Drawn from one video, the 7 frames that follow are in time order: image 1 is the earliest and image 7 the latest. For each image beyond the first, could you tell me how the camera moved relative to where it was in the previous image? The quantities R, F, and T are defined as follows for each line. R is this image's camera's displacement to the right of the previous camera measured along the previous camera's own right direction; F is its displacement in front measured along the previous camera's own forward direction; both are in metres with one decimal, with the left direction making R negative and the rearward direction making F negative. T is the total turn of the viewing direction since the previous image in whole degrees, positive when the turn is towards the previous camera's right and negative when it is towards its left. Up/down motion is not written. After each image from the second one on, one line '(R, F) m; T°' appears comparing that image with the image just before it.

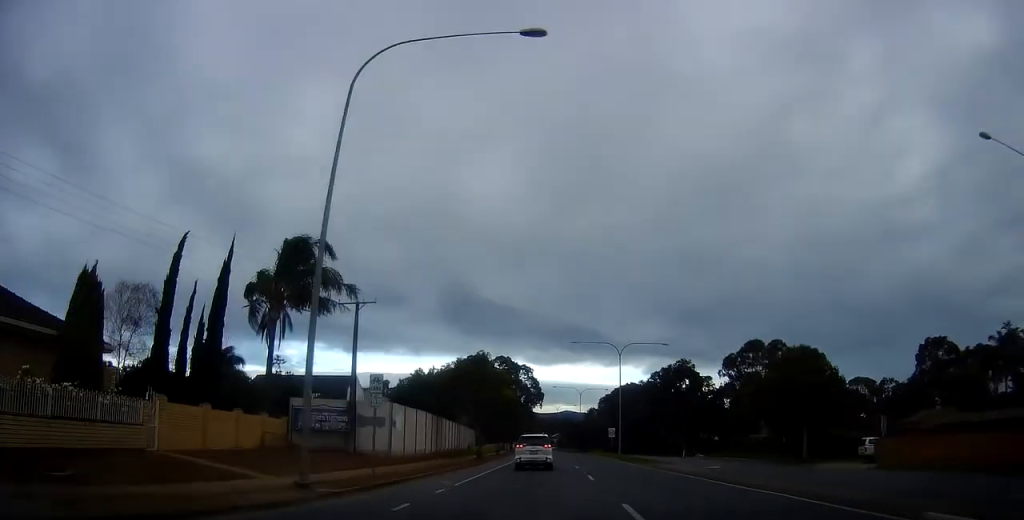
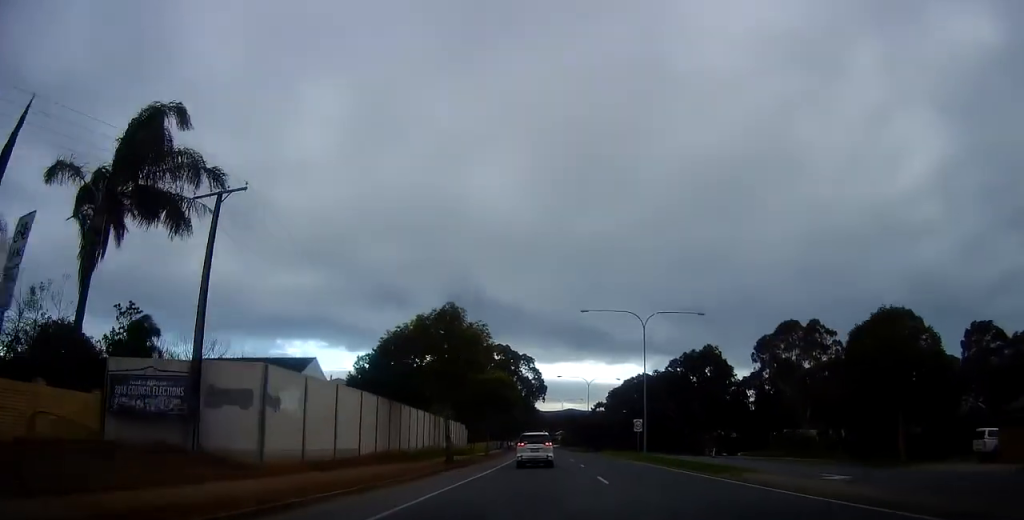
(0.0, +14.4) m; 0°
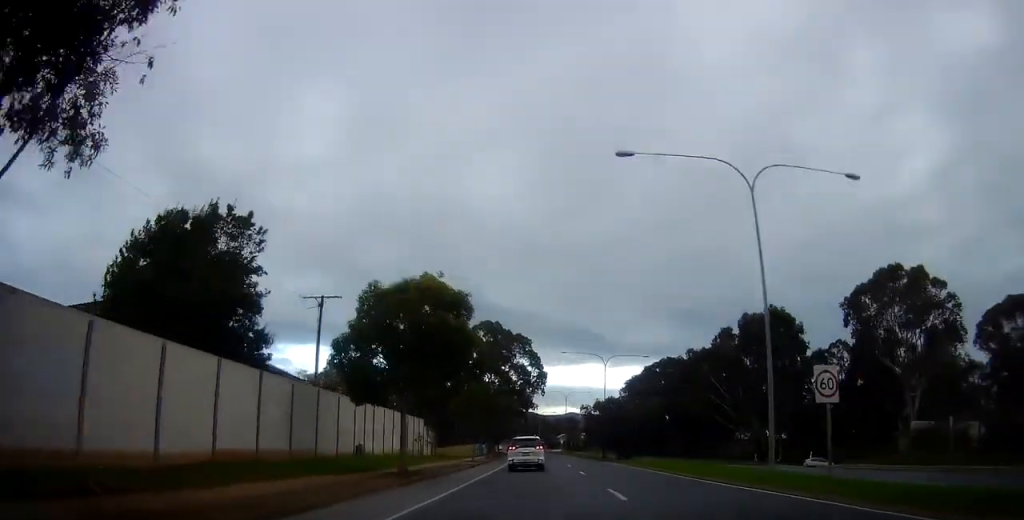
(+0.5, +27.8) m; +1°
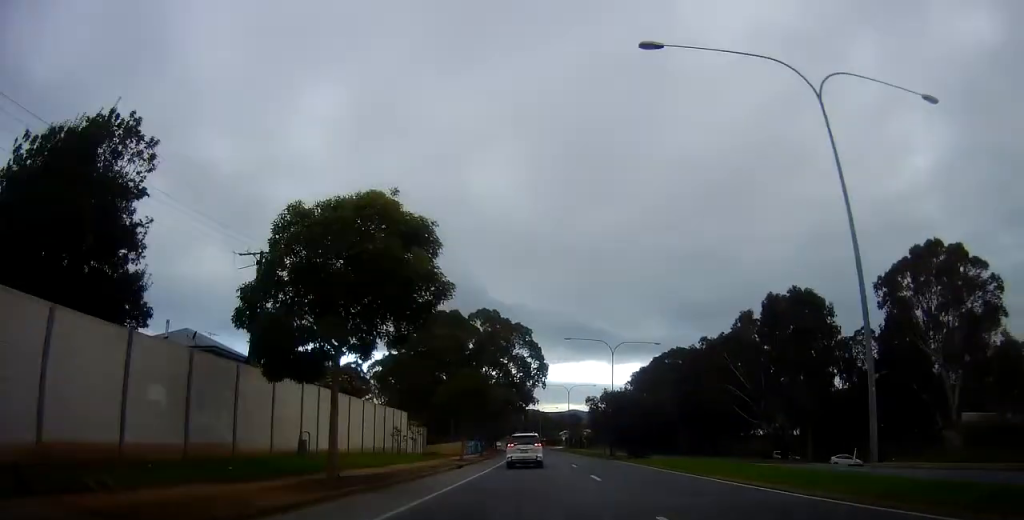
(-0.1, +7.1) m; -1°
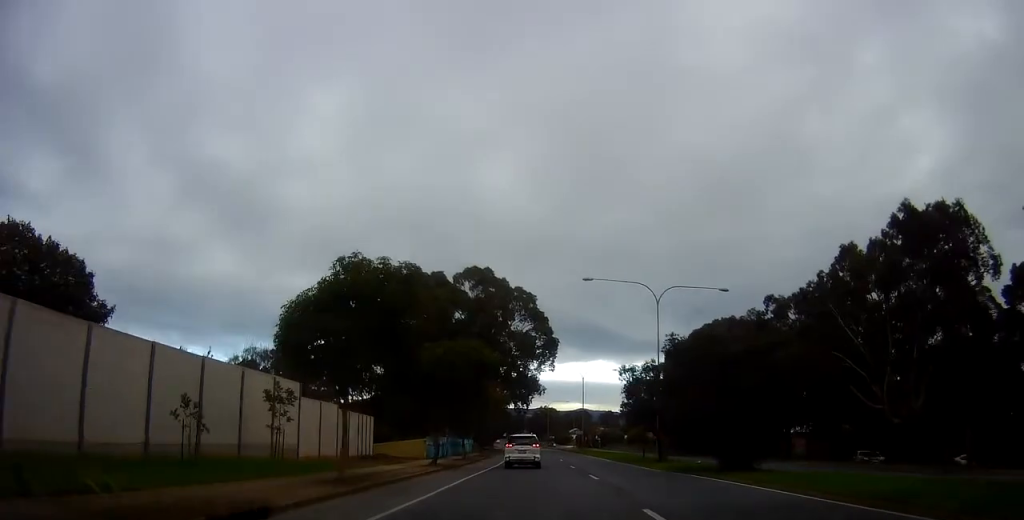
(-1.0, +23.0) m; -2°
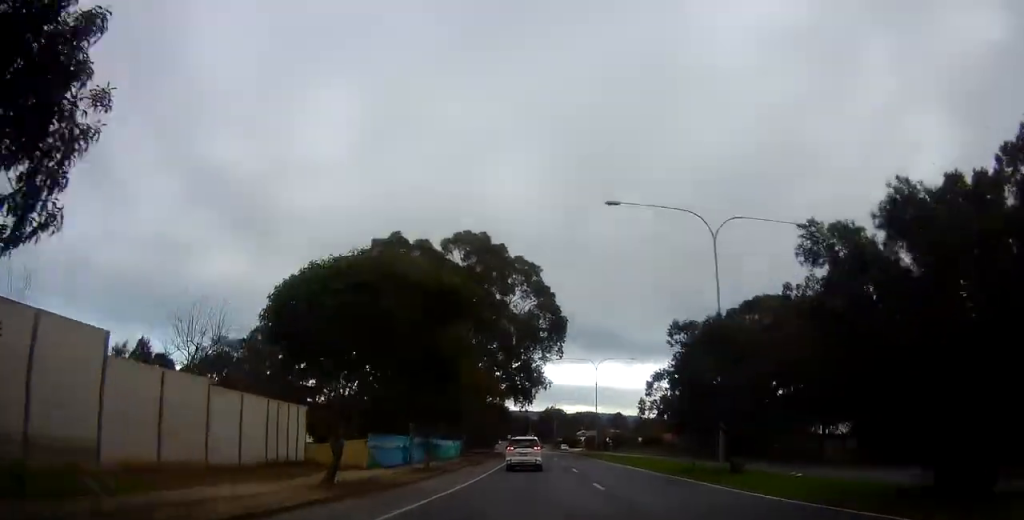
(+0.2, +14.0) m; 0°
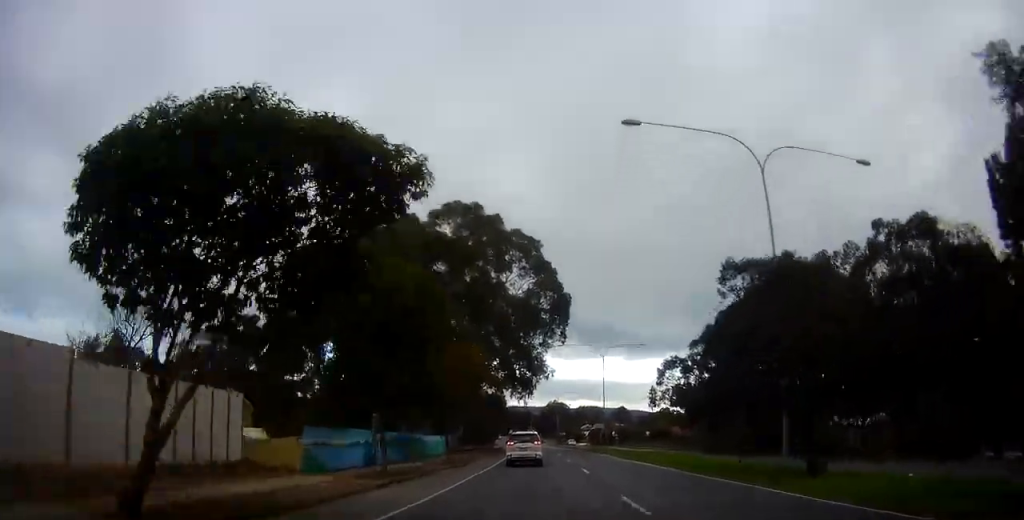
(+0.3, +7.3) m; 0°
